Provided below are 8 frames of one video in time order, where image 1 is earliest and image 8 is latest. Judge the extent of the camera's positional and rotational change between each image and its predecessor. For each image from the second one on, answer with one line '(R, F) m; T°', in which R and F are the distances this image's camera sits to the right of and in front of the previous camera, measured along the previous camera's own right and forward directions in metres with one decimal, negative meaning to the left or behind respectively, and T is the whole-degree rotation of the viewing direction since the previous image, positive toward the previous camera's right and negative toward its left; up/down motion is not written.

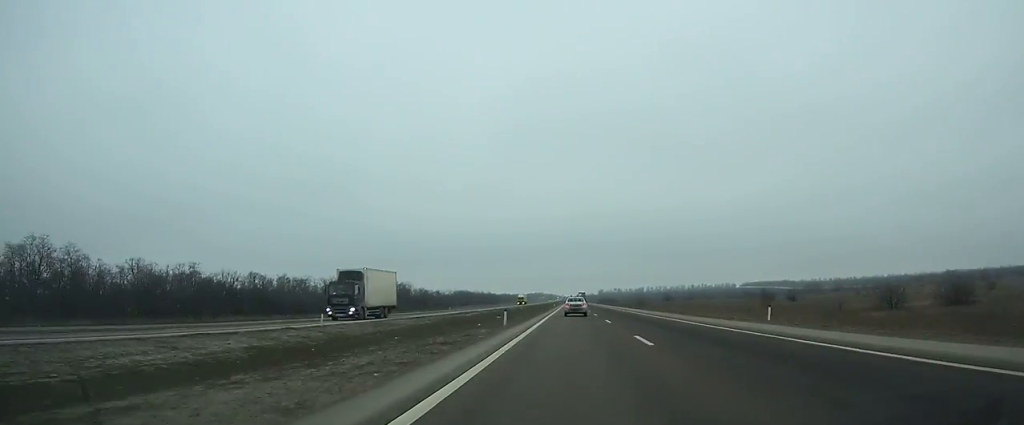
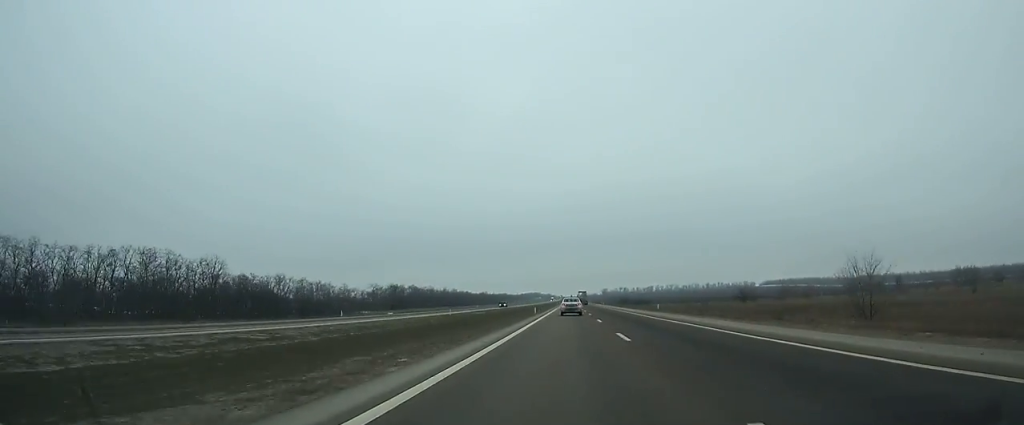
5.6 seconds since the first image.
(-0.1, +158.5) m; 0°
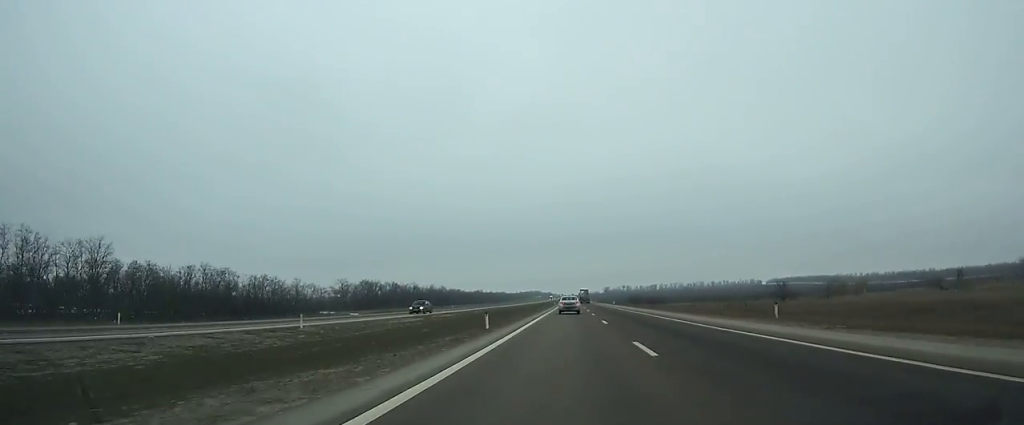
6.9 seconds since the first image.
(0.0, +36.9) m; 0°
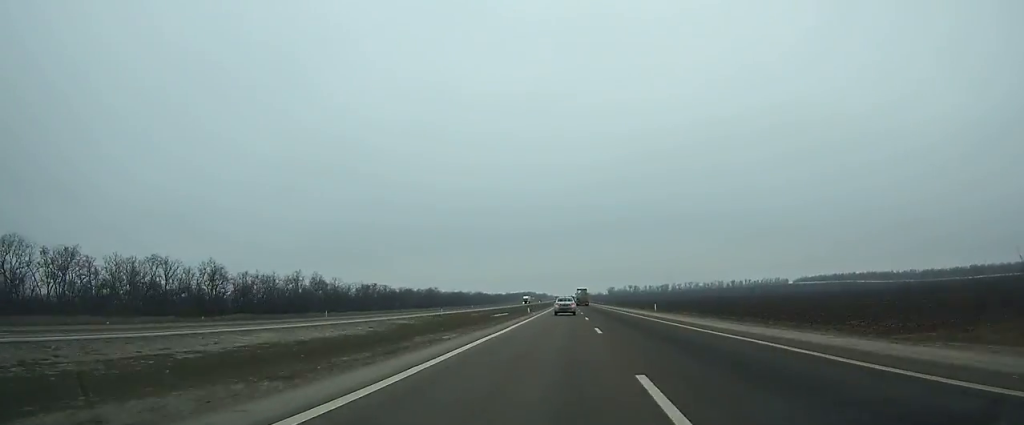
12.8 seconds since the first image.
(+0.2, +166.8) m; 0°
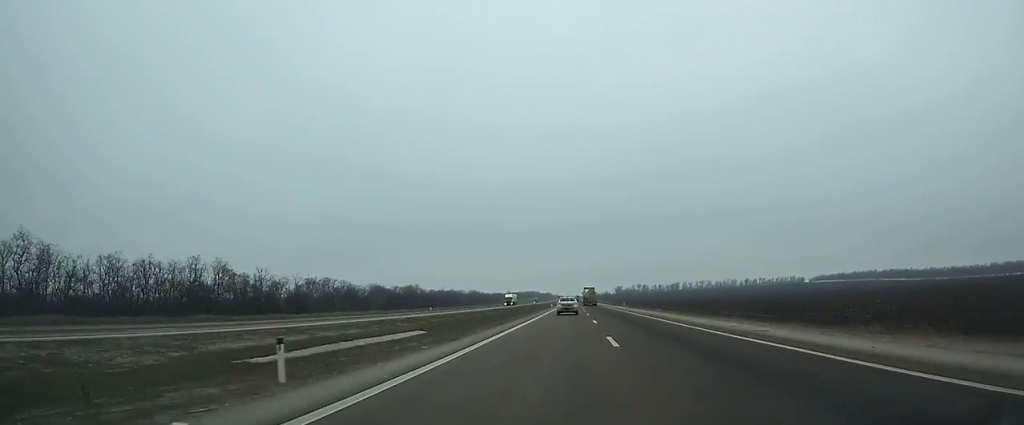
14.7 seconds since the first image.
(-0.1, +53.5) m; 0°
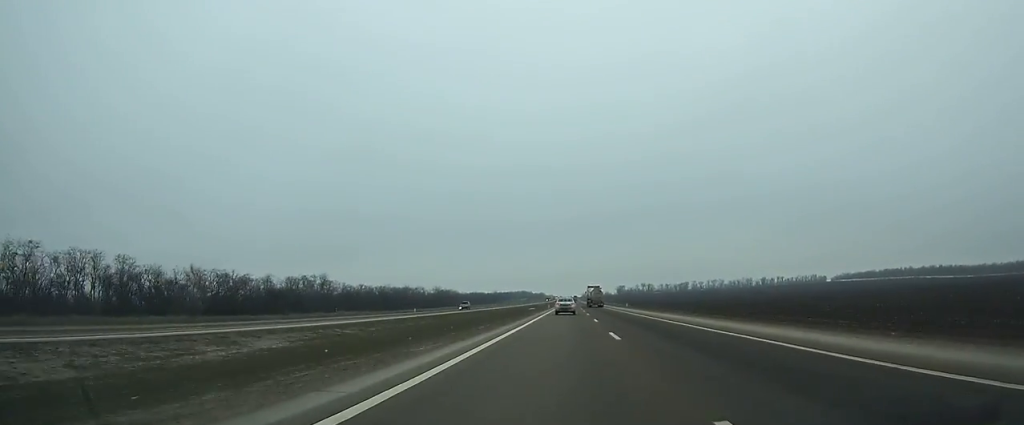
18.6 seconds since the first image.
(-0.2, +109.3) m; 0°
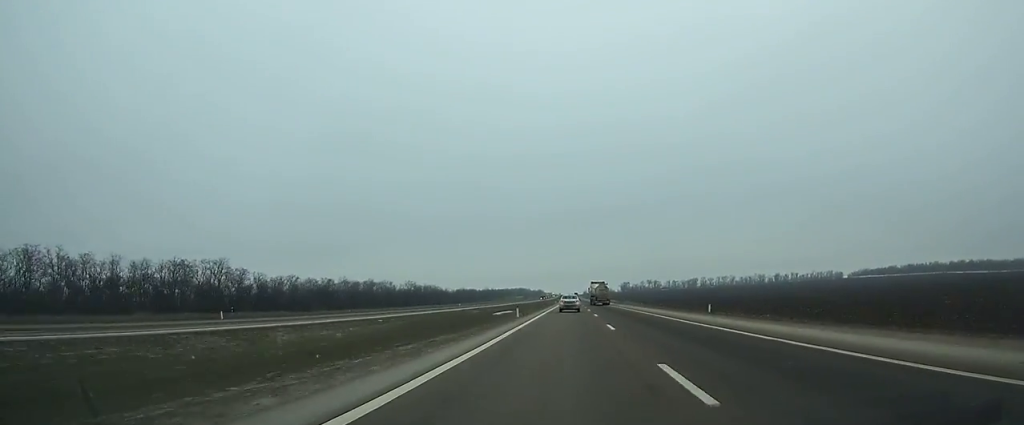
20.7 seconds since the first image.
(0.0, +58.4) m; 0°
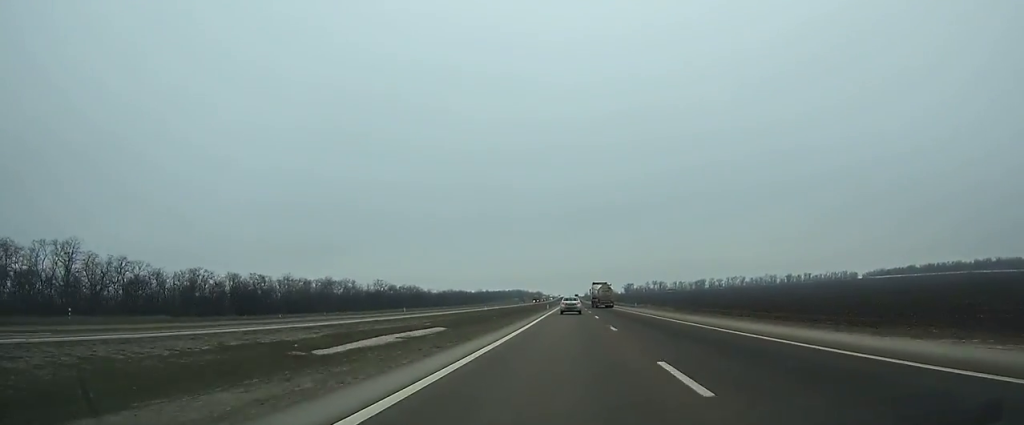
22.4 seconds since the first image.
(-0.1, +47.1) m; 0°
